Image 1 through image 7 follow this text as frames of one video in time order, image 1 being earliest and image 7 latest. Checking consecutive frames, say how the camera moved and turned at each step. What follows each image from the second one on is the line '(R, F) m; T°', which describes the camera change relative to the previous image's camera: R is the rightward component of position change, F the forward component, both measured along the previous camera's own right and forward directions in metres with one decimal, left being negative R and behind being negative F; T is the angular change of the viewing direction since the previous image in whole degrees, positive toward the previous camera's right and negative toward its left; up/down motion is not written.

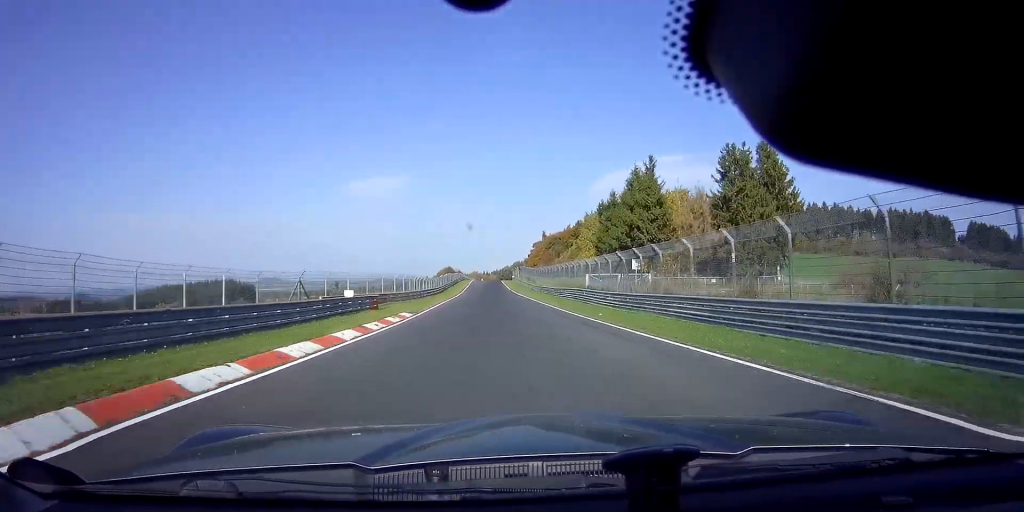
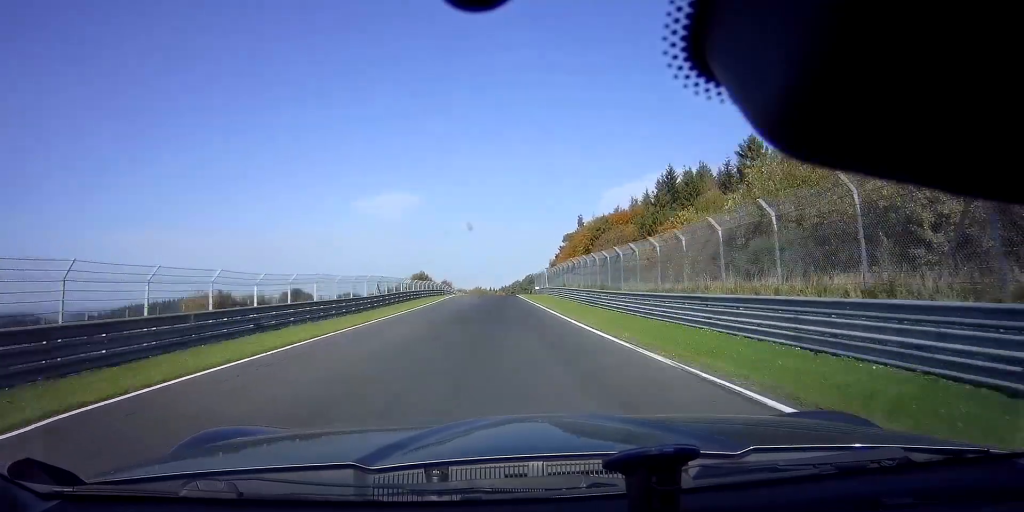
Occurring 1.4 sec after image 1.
(-1.6, +74.6) m; -1°
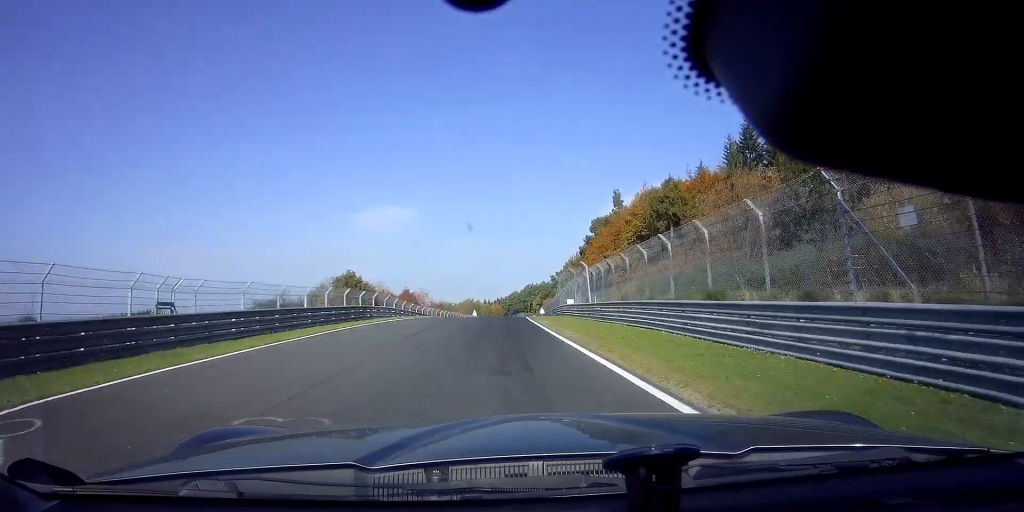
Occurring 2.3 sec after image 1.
(+0.3, +43.9) m; +1°
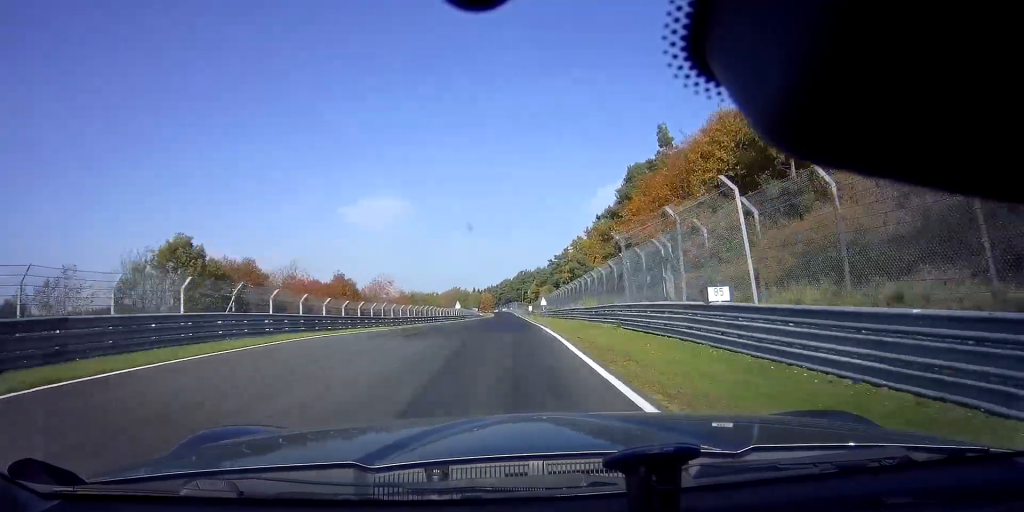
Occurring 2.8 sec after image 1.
(+0.2, +28.1) m; 0°
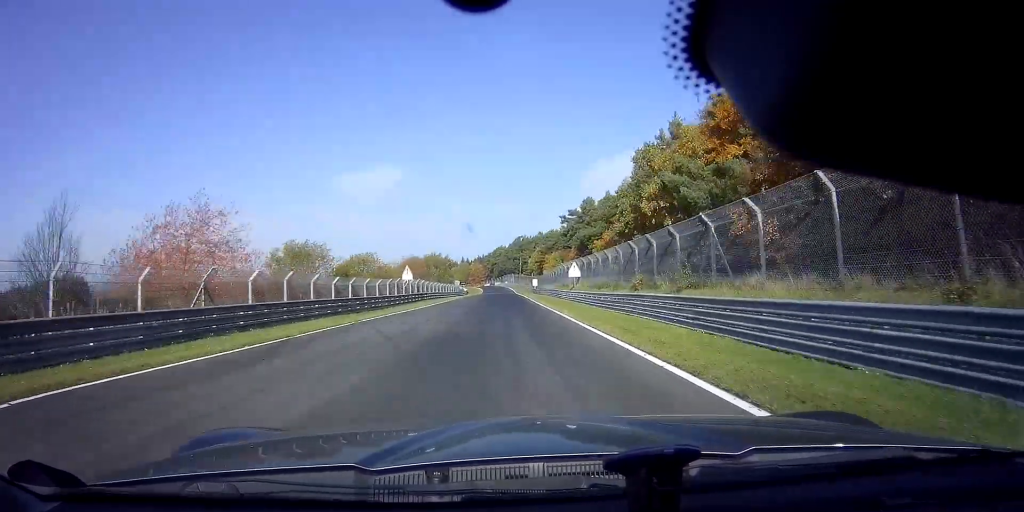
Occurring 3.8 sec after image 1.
(+0.4, +49.5) m; +1°
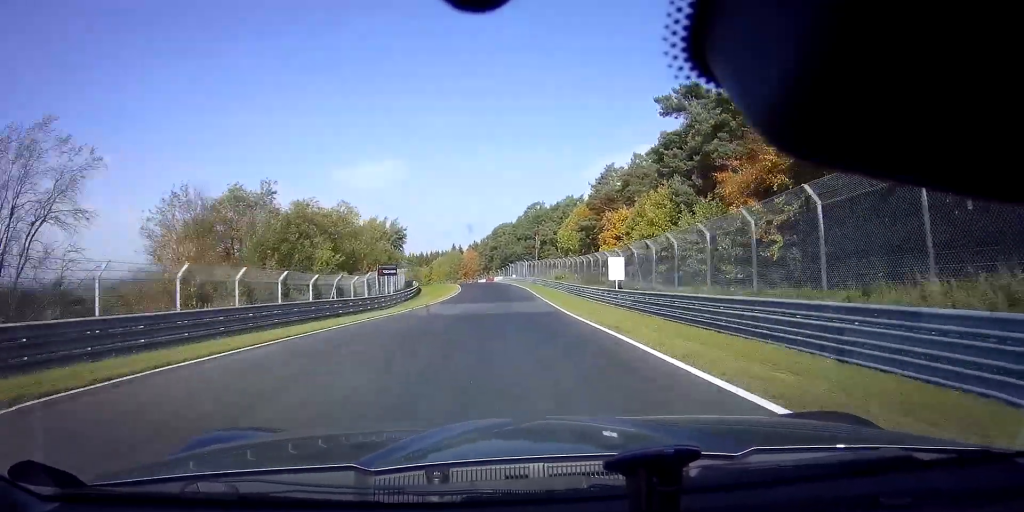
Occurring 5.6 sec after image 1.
(+0.2, +82.2) m; -1°
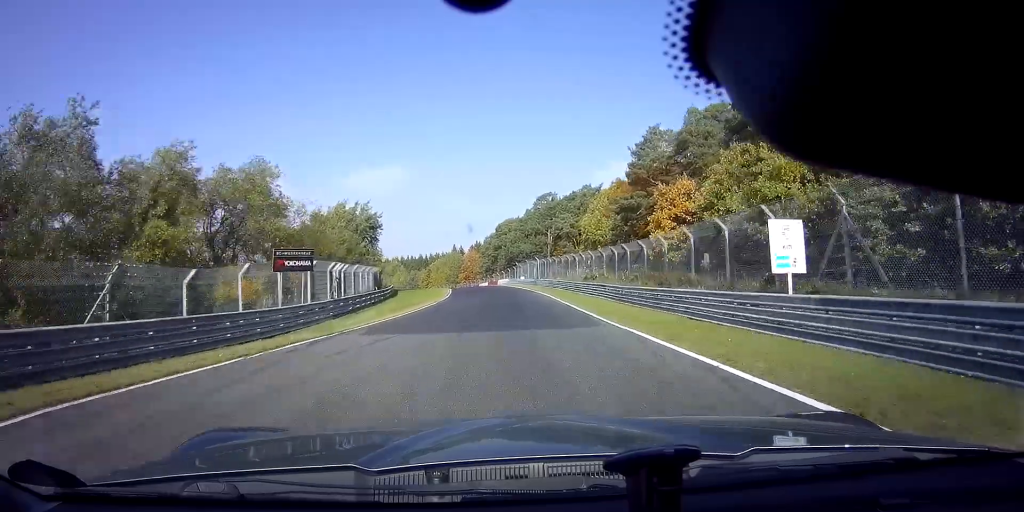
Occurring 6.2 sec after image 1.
(0.0, +20.4) m; -1°
